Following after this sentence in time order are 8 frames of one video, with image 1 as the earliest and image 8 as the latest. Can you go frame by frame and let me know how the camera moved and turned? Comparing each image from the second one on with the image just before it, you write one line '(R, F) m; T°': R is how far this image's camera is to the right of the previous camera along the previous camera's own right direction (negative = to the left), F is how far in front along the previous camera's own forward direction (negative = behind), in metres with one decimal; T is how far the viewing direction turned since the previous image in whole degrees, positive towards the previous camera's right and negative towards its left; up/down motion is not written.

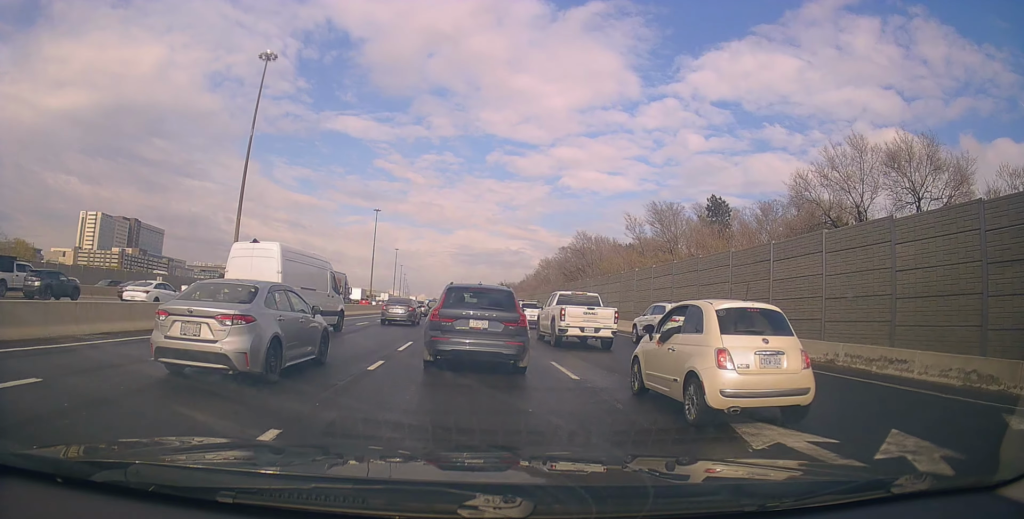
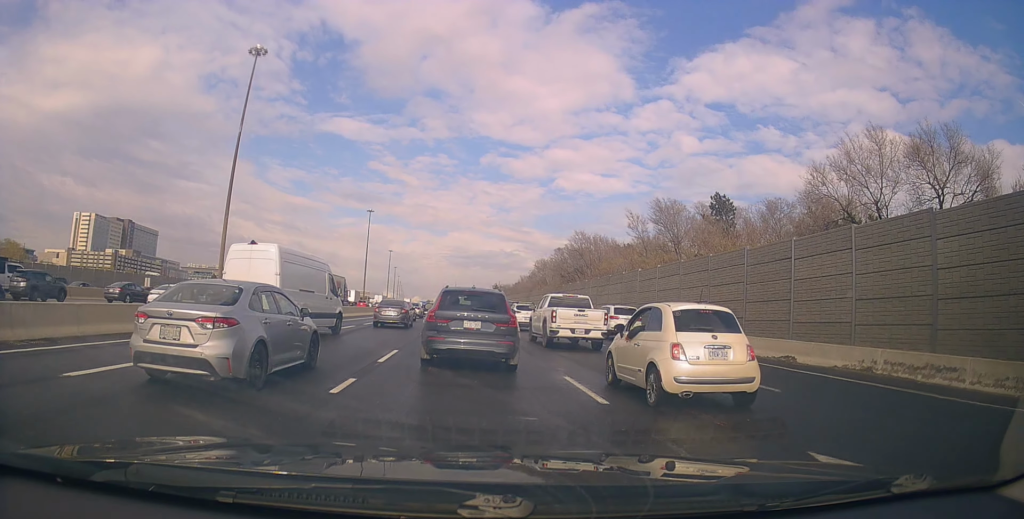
(0.0, +2.5) m; +5°
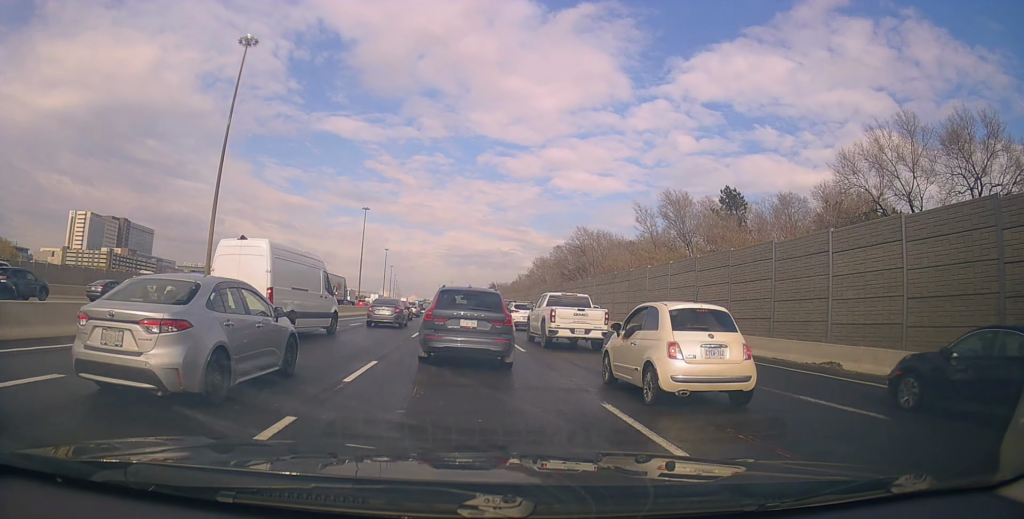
(+0.2, +3.5) m; -1°
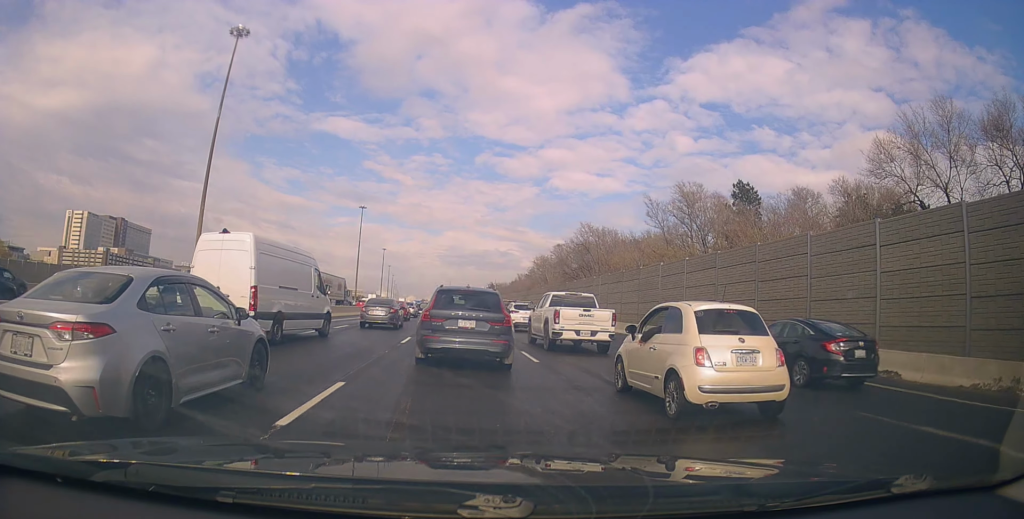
(-0.1, +3.0) m; -3°
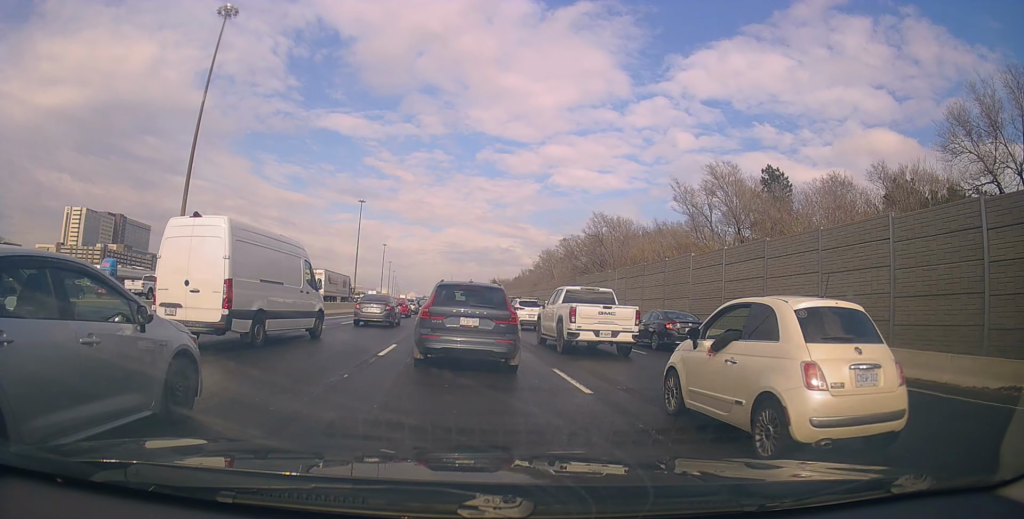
(-0.4, +5.2) m; -4°
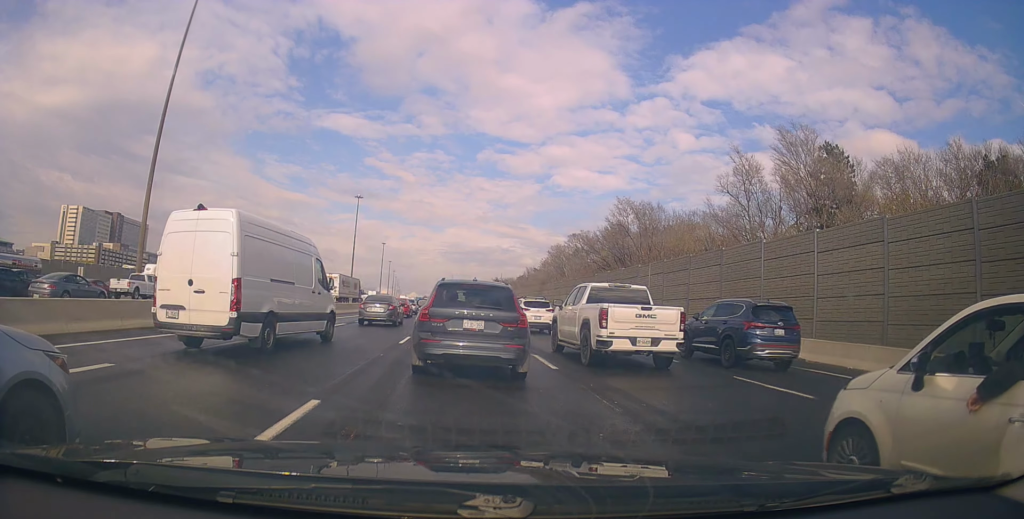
(+0.1, +8.8) m; +3°
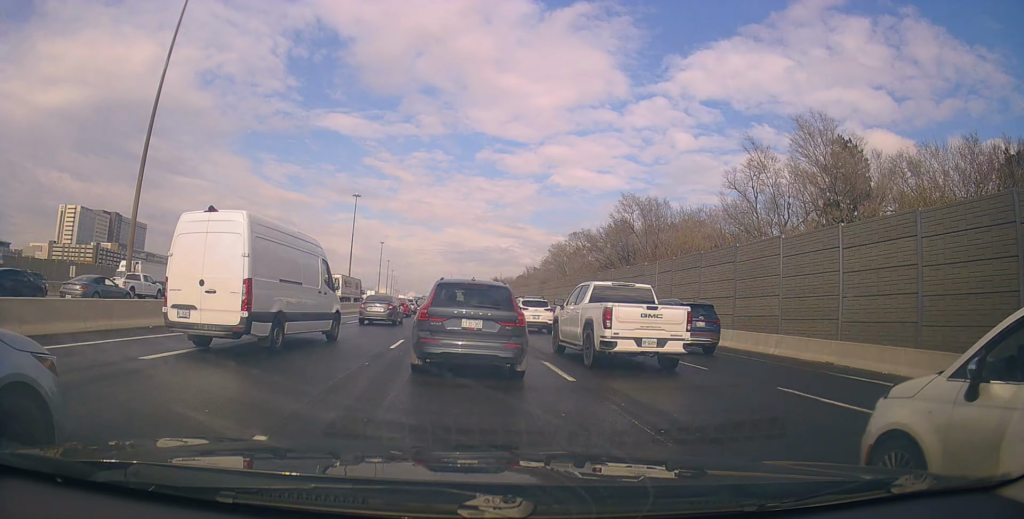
(+0.1, +1.9) m; +2°
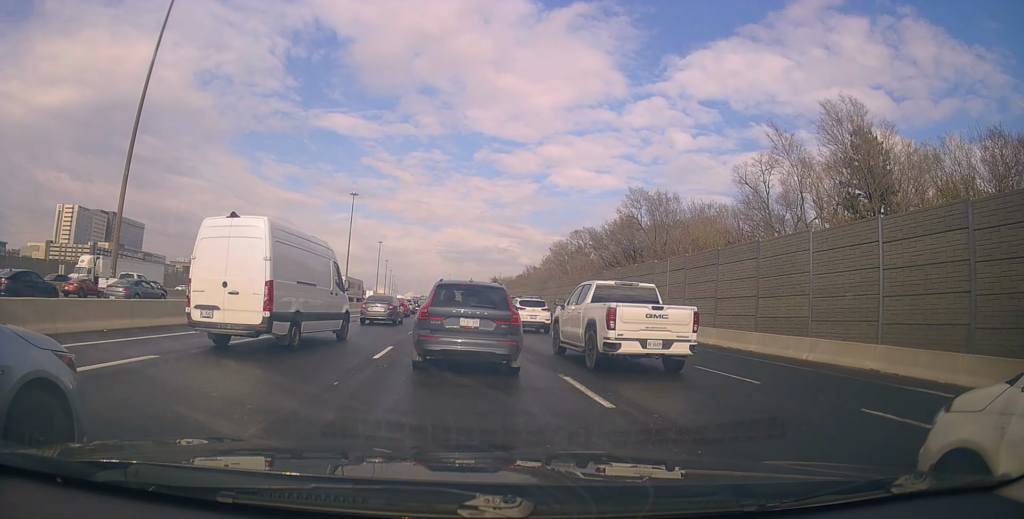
(0.0, +2.7) m; -4°
